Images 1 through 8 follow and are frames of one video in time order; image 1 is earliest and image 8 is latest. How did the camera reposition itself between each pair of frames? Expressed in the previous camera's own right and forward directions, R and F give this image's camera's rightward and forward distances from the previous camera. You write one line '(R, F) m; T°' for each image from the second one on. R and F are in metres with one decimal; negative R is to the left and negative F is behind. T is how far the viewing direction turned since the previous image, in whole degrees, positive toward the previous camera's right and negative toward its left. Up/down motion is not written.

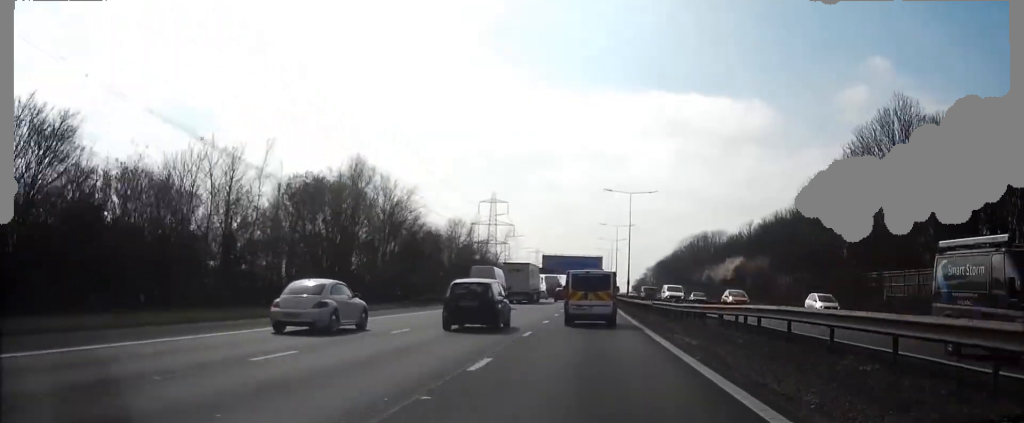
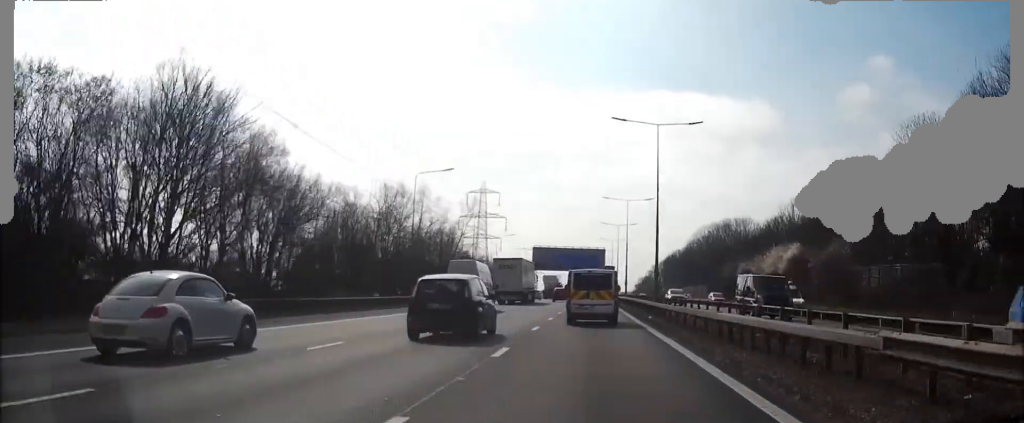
(-0.1, +33.6) m; 0°
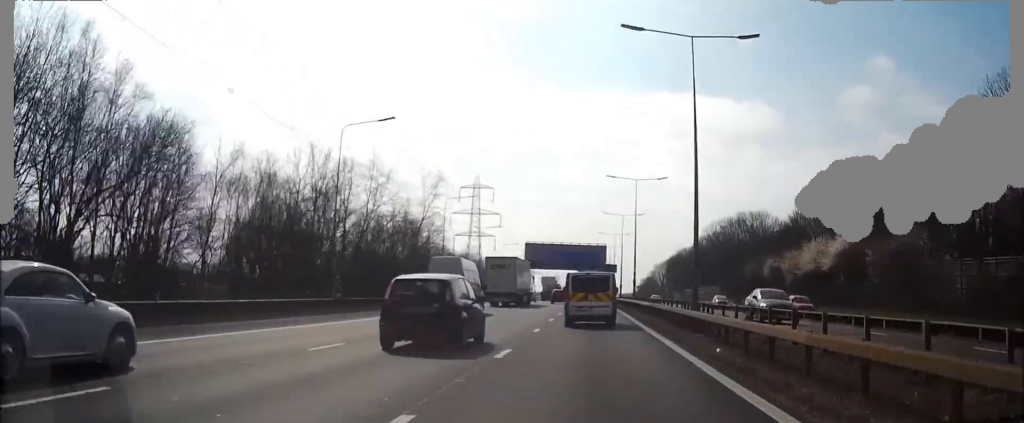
(0.0, +17.9) m; 0°
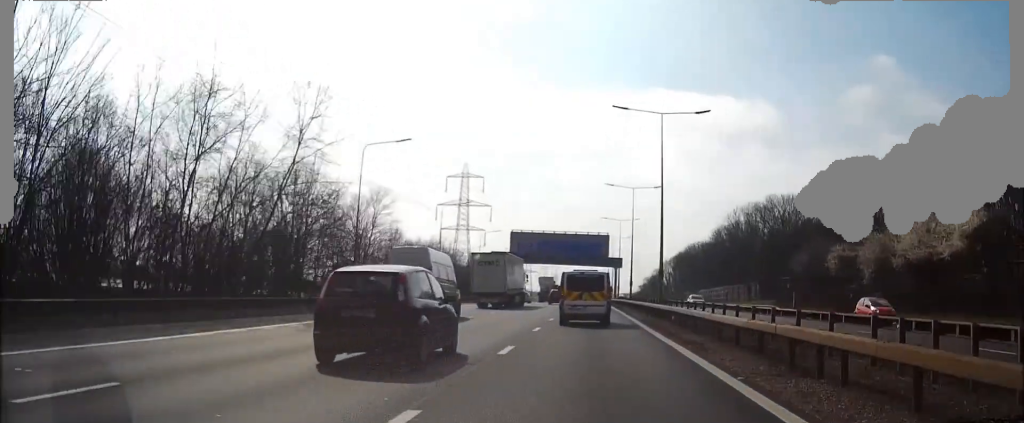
(+0.1, +27.0) m; 0°
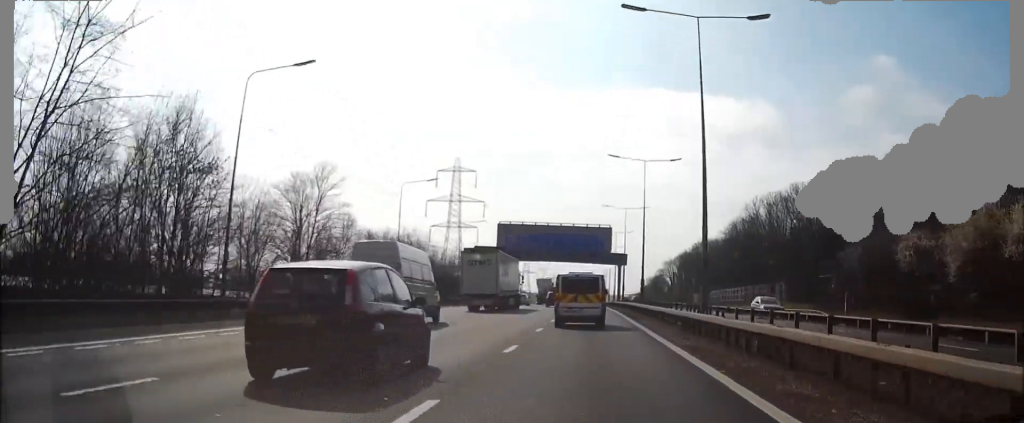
(+0.1, +17.0) m; 0°
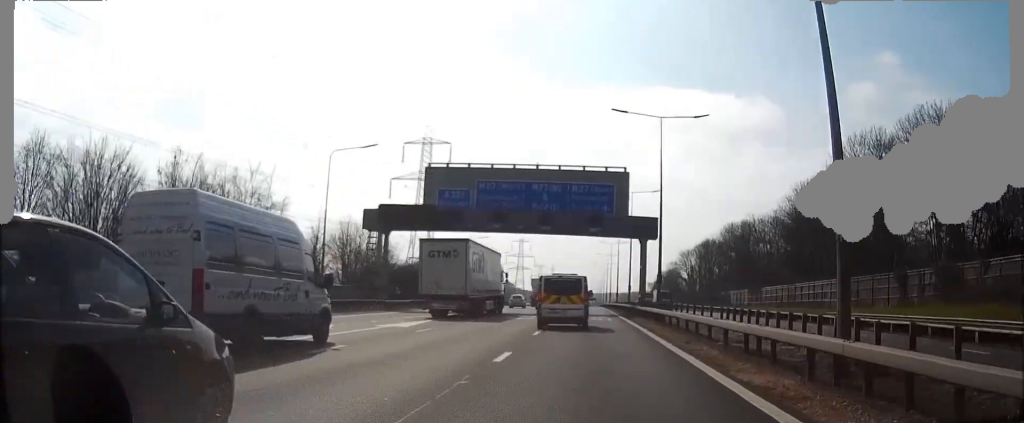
(-0.1, +47.9) m; 0°
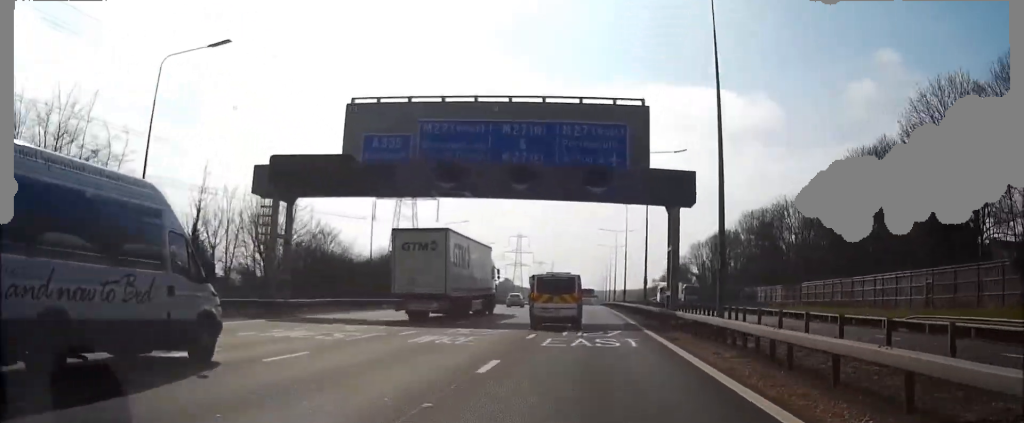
(0.0, +20.8) m; 0°
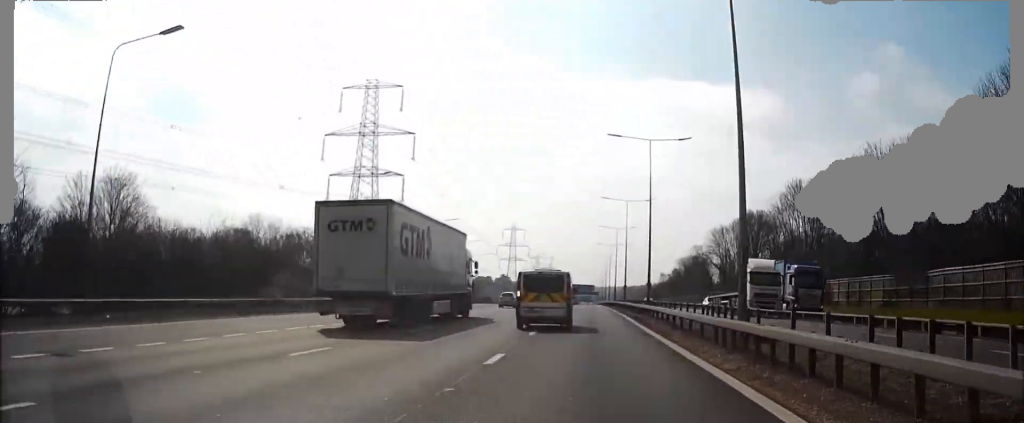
(0.0, +36.1) m; 0°
